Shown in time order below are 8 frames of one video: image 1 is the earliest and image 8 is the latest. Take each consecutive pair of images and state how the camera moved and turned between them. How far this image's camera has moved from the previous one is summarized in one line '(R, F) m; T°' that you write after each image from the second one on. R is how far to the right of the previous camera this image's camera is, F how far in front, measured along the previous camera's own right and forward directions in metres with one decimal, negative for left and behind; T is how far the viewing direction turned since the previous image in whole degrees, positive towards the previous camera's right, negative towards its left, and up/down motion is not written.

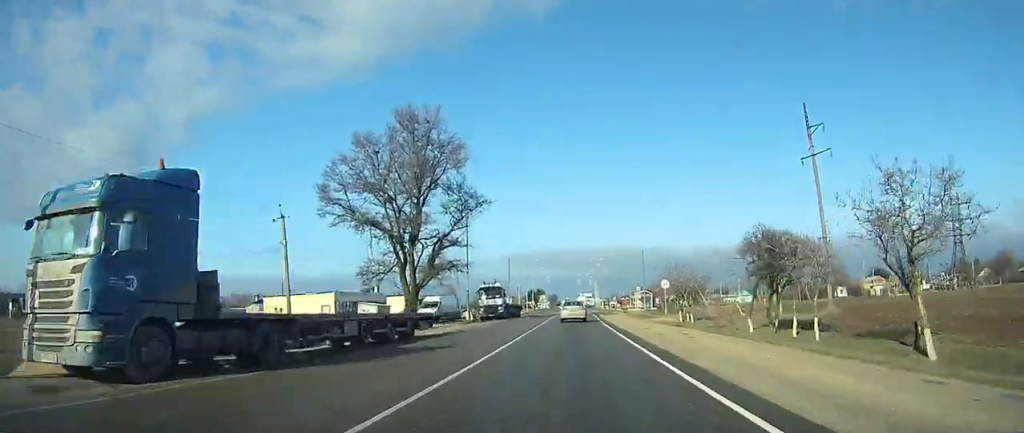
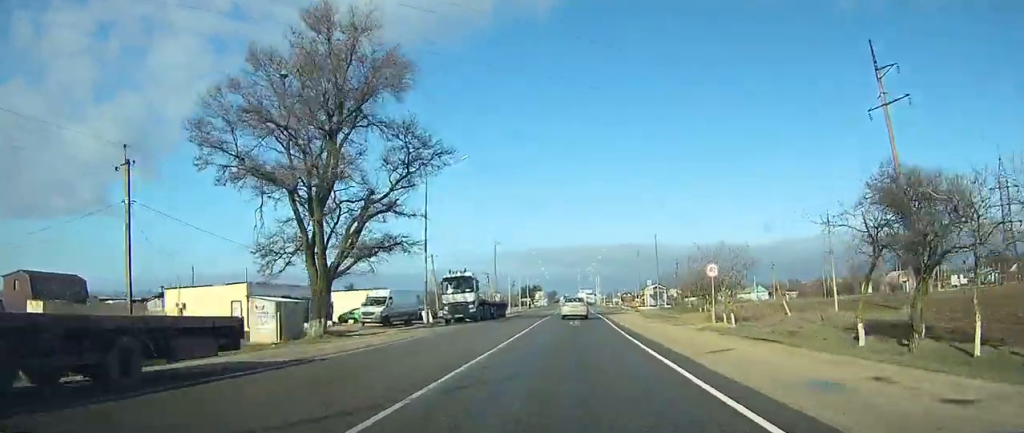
(0.0, +15.7) m; 0°
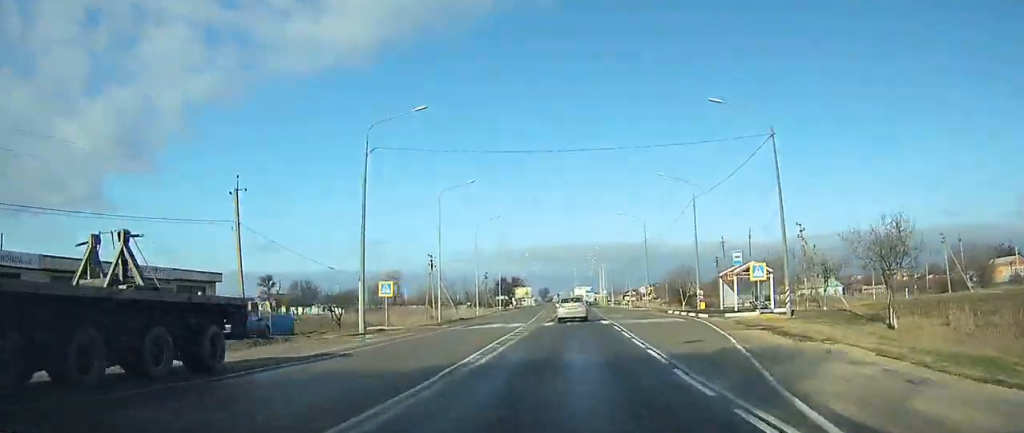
(-0.2, +45.4) m; 0°
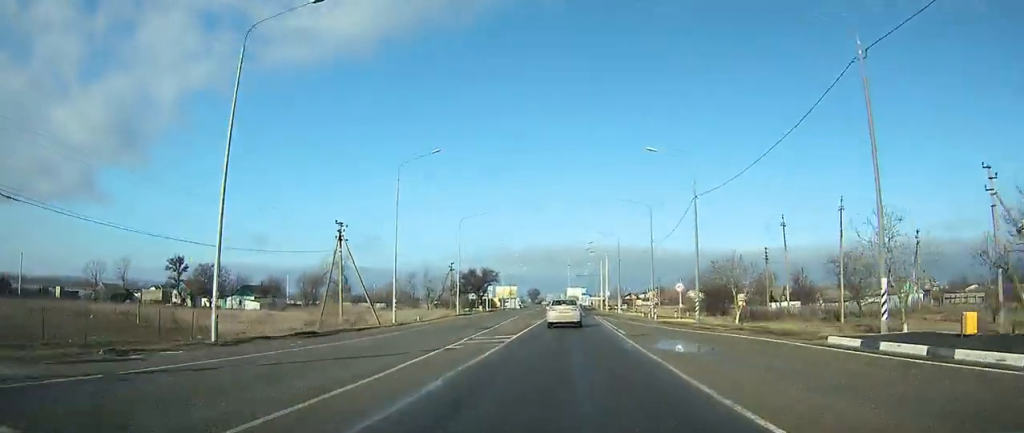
(+0.2, +26.9) m; +1°
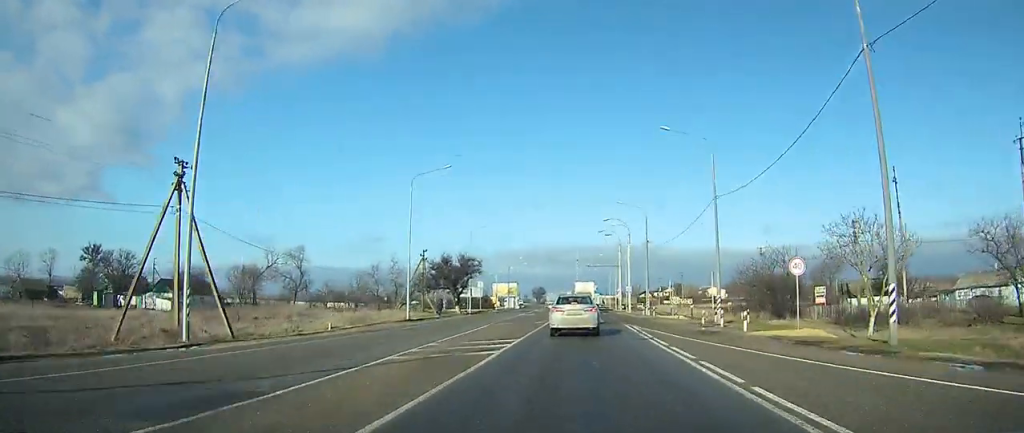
(+0.1, +17.6) m; 0°
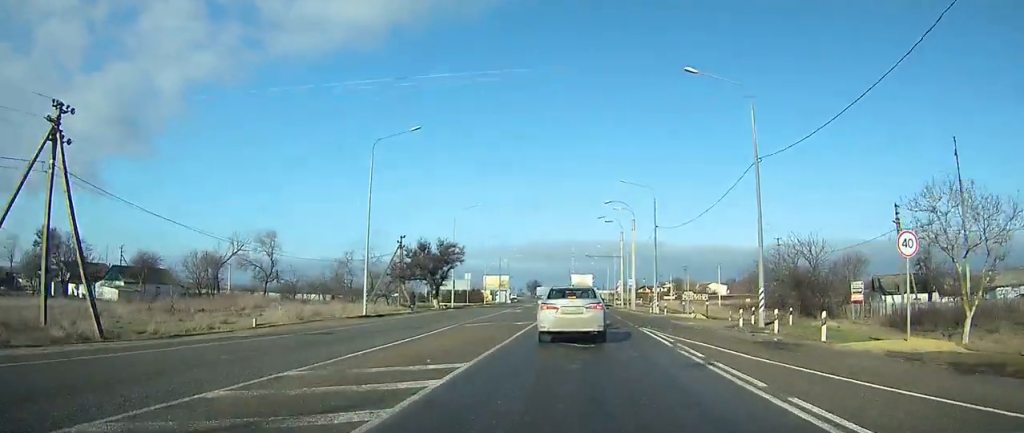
(0.0, +6.7) m; 0°
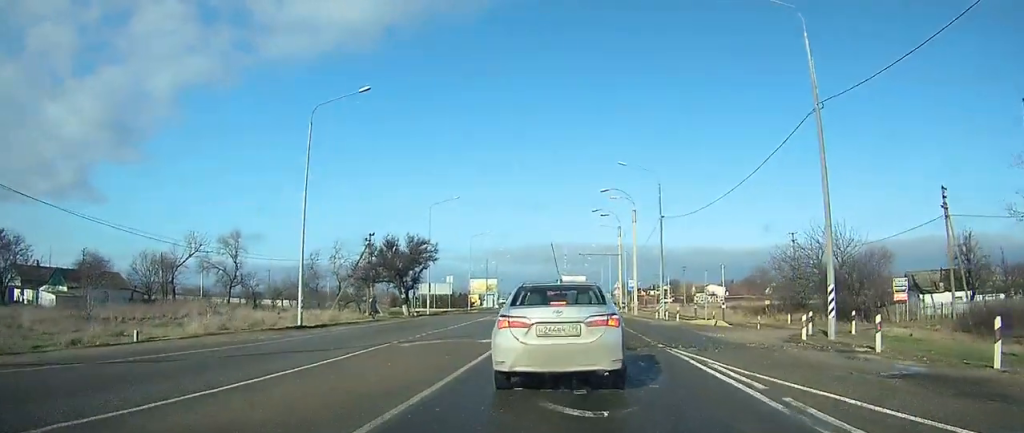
(0.0, +5.9) m; 0°
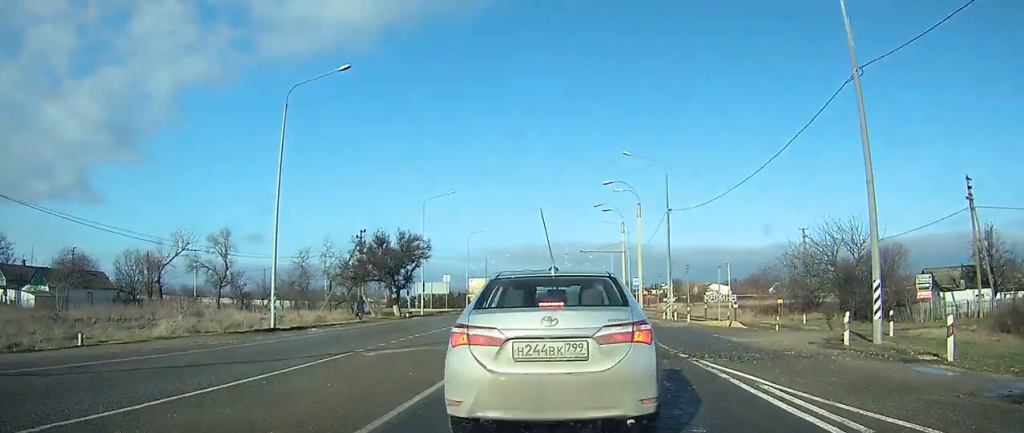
(0.0, +3.3) m; 0°
